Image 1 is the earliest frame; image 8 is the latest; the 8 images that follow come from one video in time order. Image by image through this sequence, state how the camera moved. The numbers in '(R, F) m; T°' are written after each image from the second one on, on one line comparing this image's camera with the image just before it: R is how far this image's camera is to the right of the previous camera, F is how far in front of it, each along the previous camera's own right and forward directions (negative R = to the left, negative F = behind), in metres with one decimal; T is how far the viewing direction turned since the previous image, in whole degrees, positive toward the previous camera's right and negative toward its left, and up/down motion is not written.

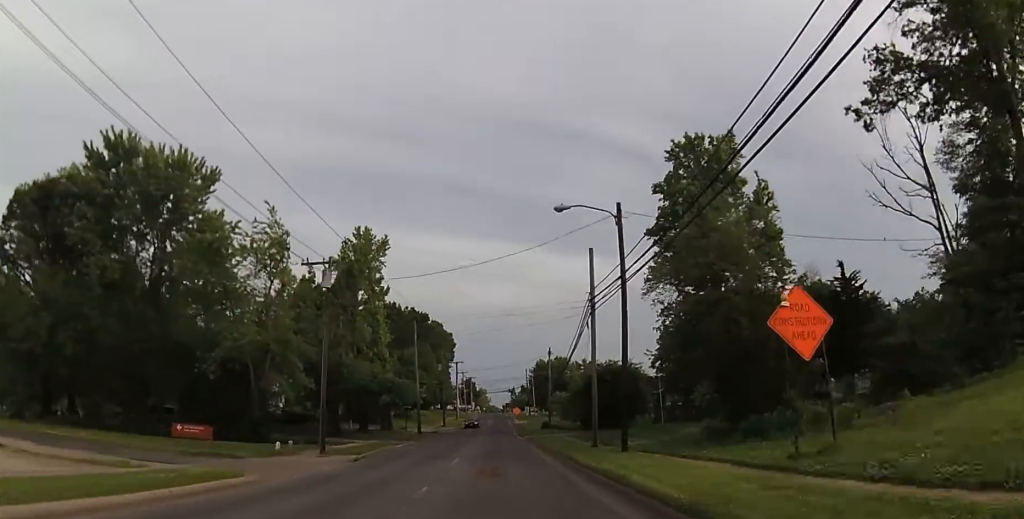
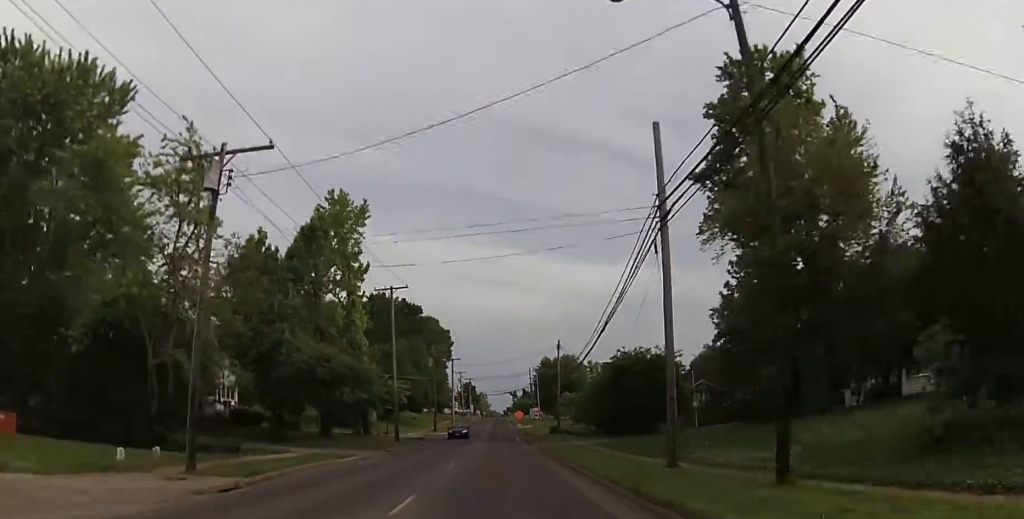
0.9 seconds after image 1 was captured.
(0.0, +13.6) m; 0°
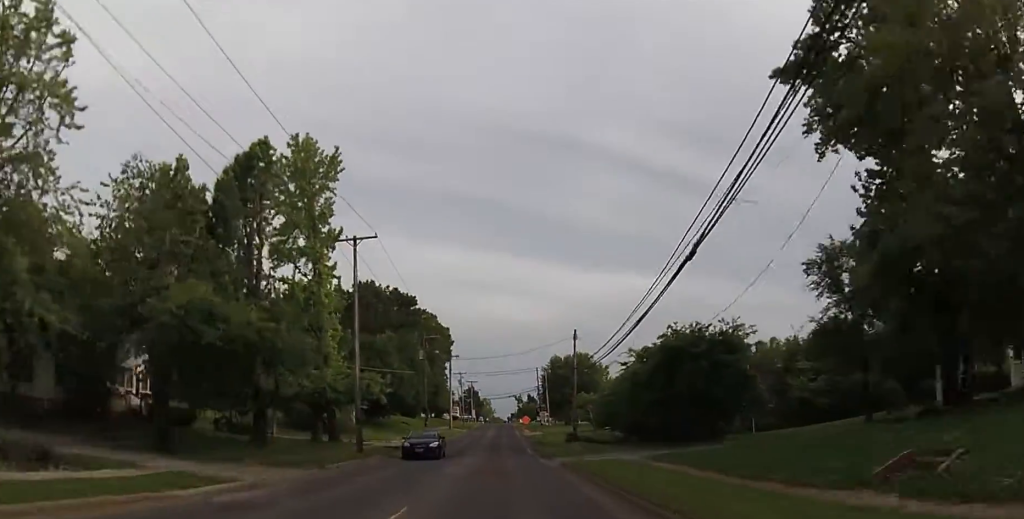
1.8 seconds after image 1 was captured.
(0.0, +14.1) m; 0°
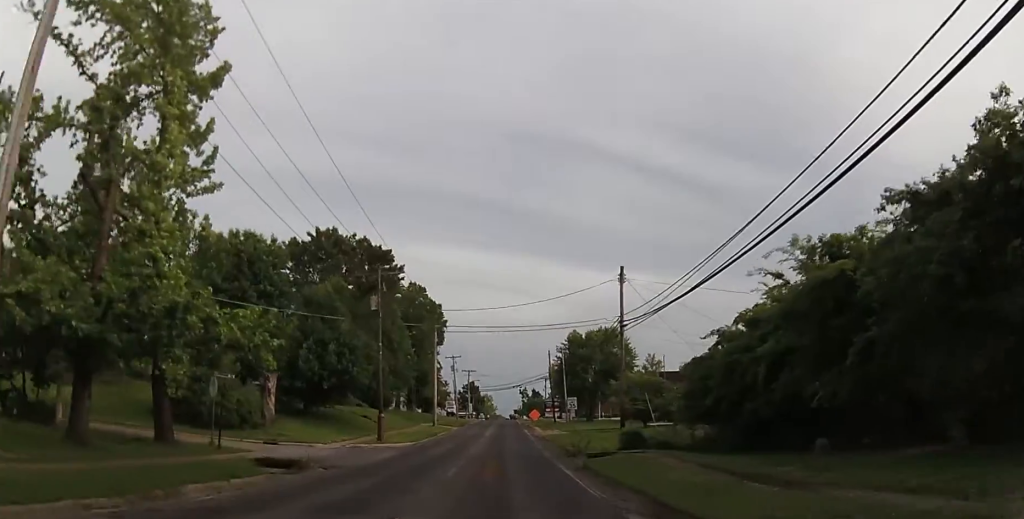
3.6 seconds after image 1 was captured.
(0.0, +26.4) m; 0°
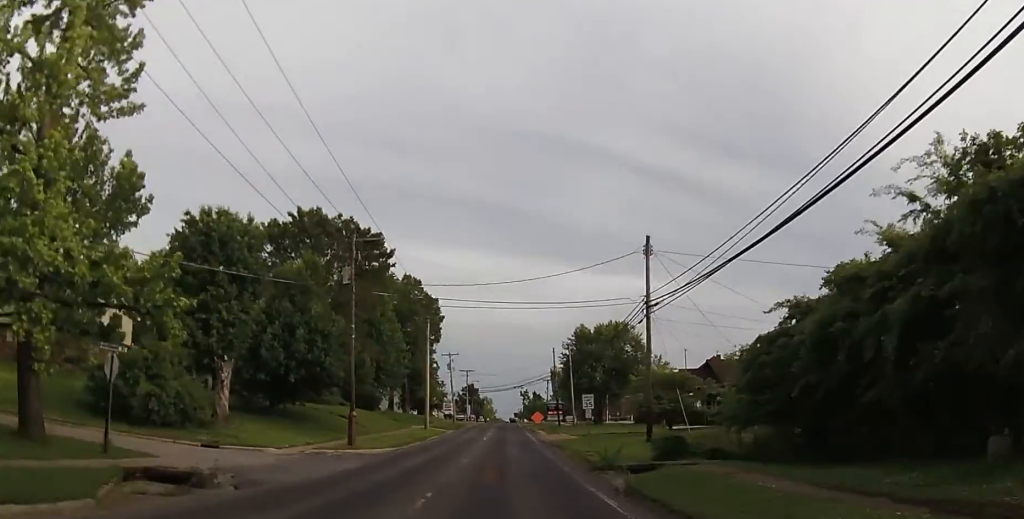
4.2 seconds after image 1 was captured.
(0.0, +9.4) m; 0°
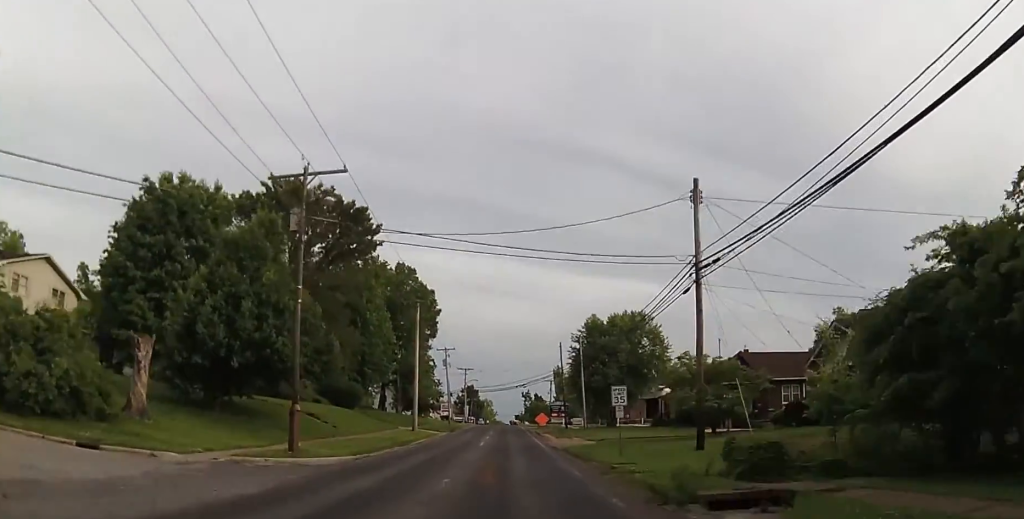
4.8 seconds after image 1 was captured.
(0.0, +7.8) m; 0°
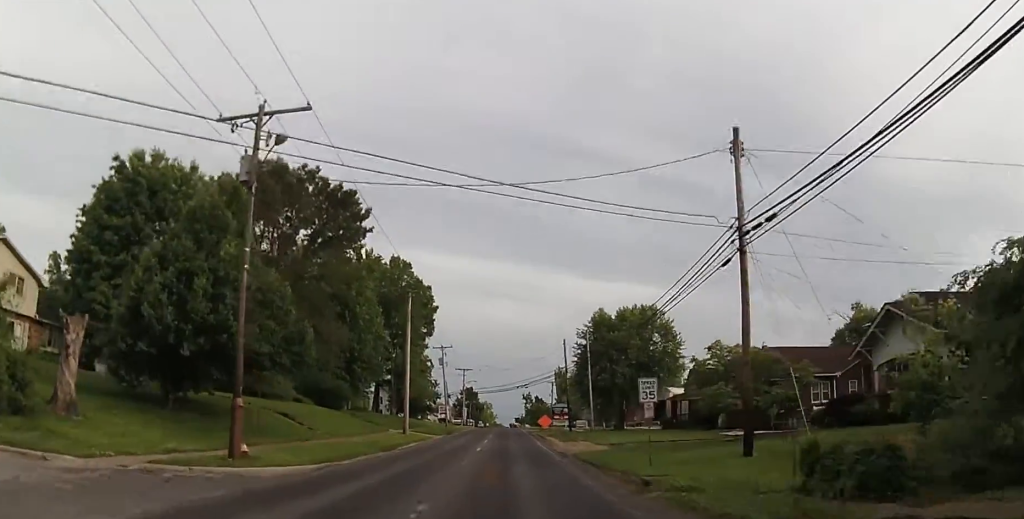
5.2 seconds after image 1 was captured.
(0.0, +6.3) m; 0°
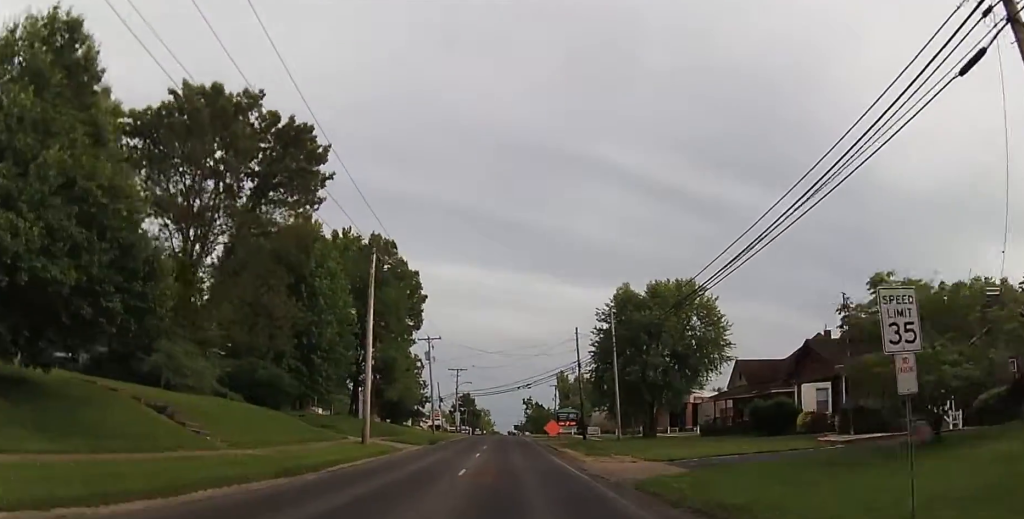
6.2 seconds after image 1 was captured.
(0.0, +14.6) m; 0°
